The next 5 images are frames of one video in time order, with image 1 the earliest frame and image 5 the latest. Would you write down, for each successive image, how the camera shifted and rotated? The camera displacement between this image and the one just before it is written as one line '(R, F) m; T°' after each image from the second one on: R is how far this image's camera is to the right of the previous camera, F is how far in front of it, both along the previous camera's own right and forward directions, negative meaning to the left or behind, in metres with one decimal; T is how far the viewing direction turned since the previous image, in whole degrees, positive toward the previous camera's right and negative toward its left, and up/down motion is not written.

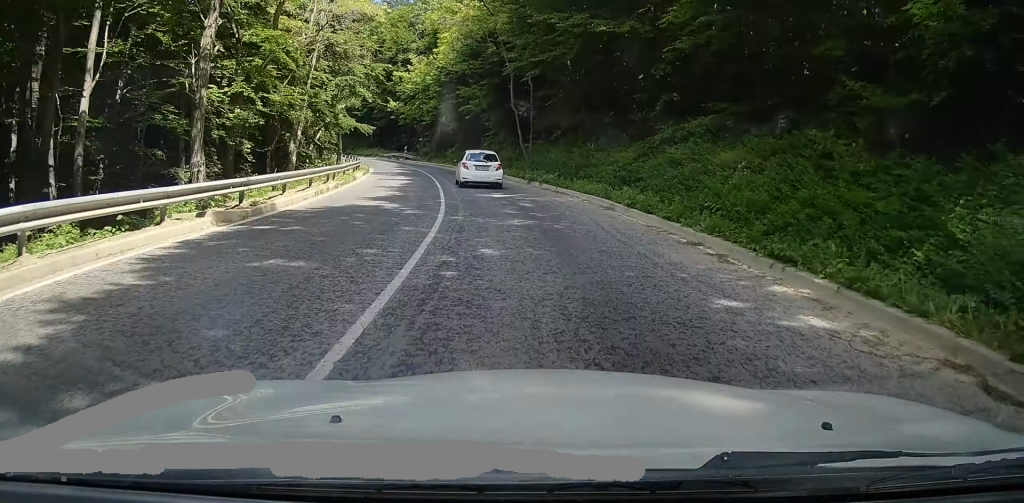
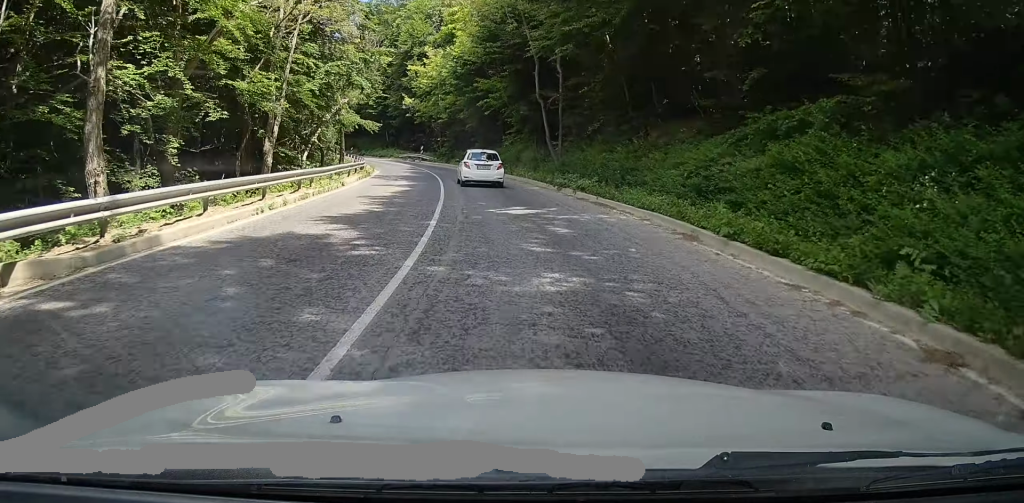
(+0.1, +6.0) m; -2°
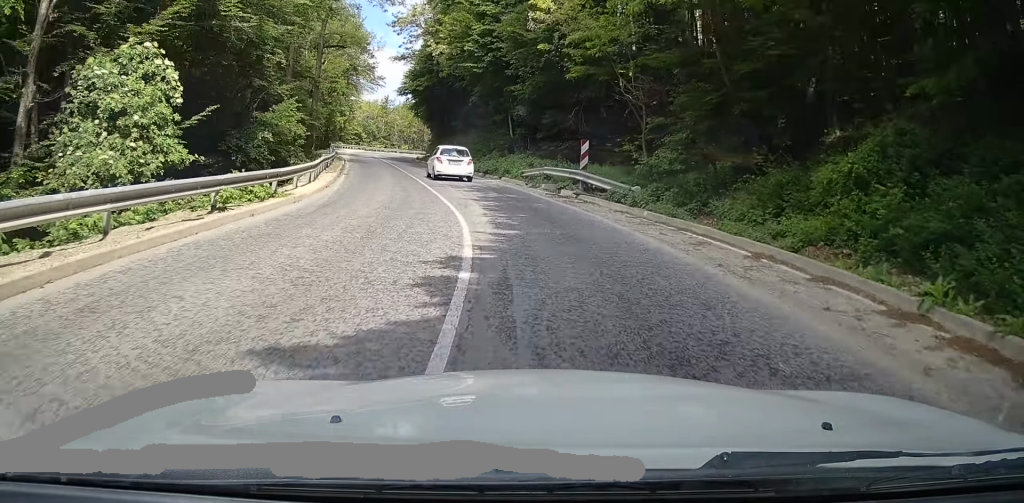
(-8.5, +51.9) m; -15°
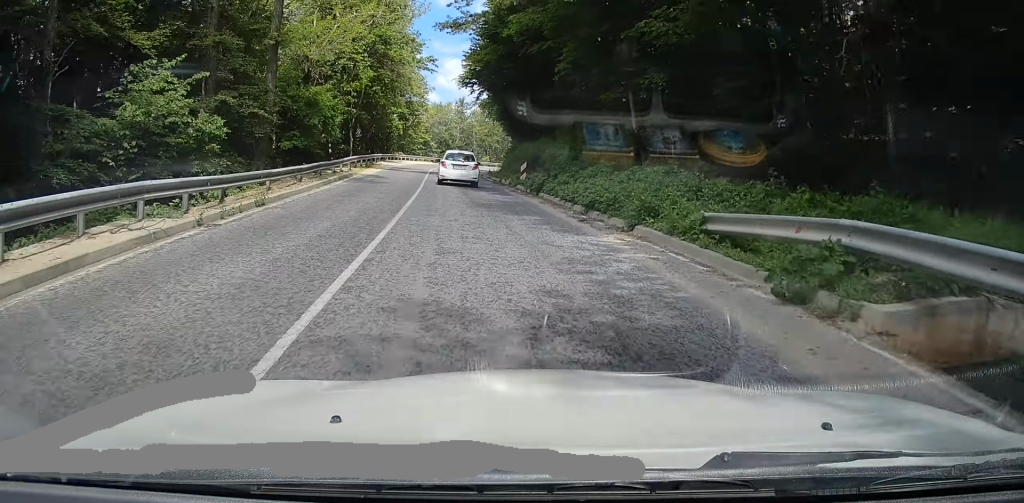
(-0.4, +18.9) m; -3°
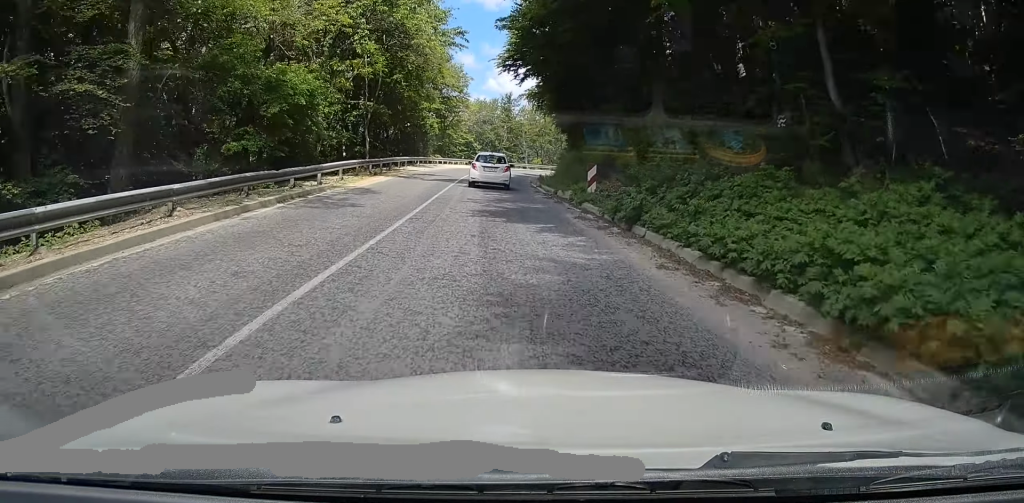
(-0.3, +10.9) m; -3°
